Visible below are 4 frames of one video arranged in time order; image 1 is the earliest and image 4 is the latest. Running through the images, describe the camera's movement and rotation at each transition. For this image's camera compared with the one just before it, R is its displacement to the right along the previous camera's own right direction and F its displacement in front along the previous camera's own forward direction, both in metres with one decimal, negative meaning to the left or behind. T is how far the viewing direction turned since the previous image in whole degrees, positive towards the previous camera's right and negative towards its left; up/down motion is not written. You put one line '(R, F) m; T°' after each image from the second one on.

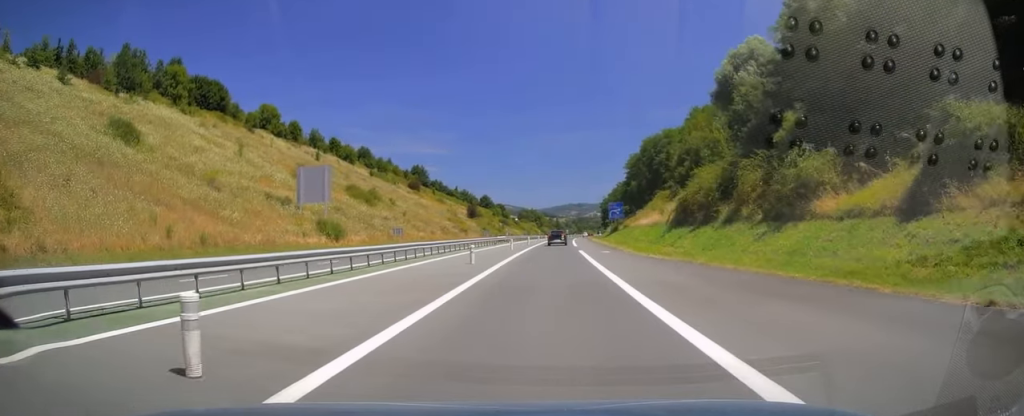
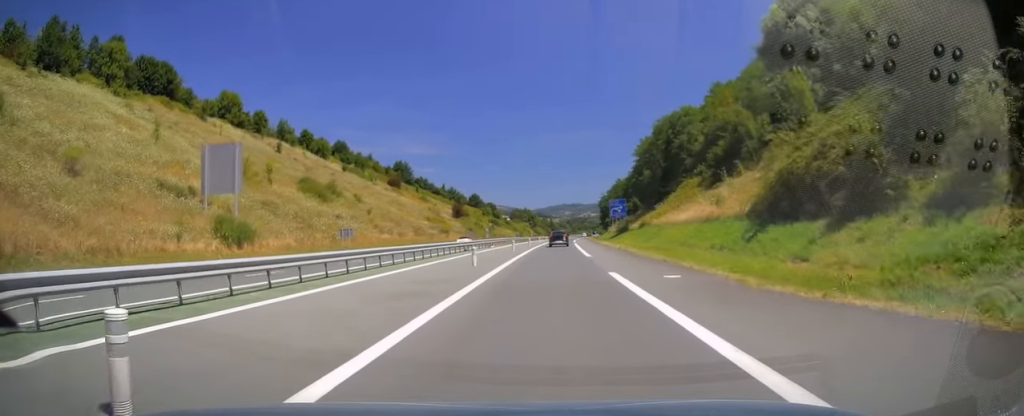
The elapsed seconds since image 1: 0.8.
(+0.1, +20.8) m; +1°
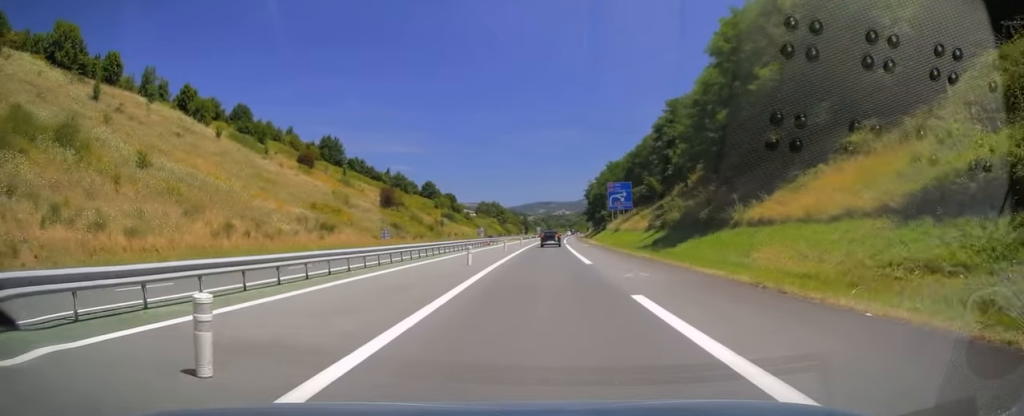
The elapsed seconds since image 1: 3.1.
(+1.3, +58.6) m; +2°
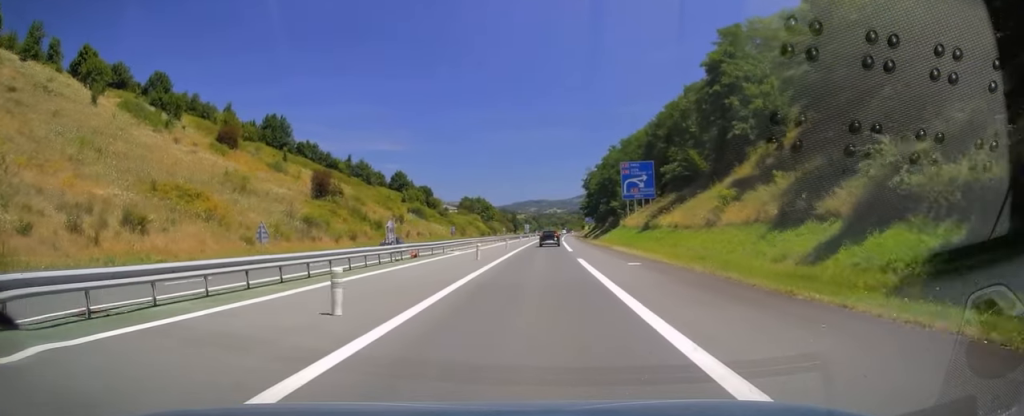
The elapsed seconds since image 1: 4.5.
(+0.2, +35.3) m; +1°
